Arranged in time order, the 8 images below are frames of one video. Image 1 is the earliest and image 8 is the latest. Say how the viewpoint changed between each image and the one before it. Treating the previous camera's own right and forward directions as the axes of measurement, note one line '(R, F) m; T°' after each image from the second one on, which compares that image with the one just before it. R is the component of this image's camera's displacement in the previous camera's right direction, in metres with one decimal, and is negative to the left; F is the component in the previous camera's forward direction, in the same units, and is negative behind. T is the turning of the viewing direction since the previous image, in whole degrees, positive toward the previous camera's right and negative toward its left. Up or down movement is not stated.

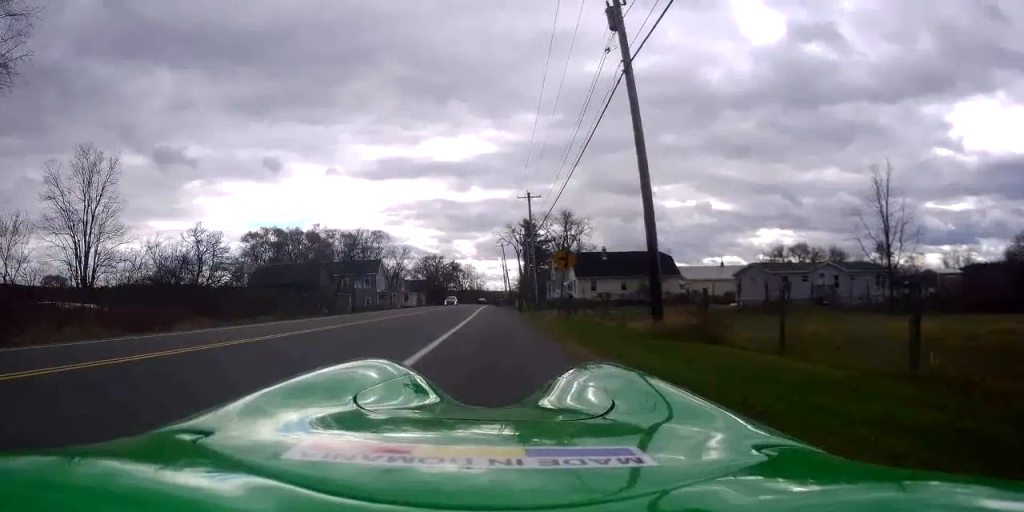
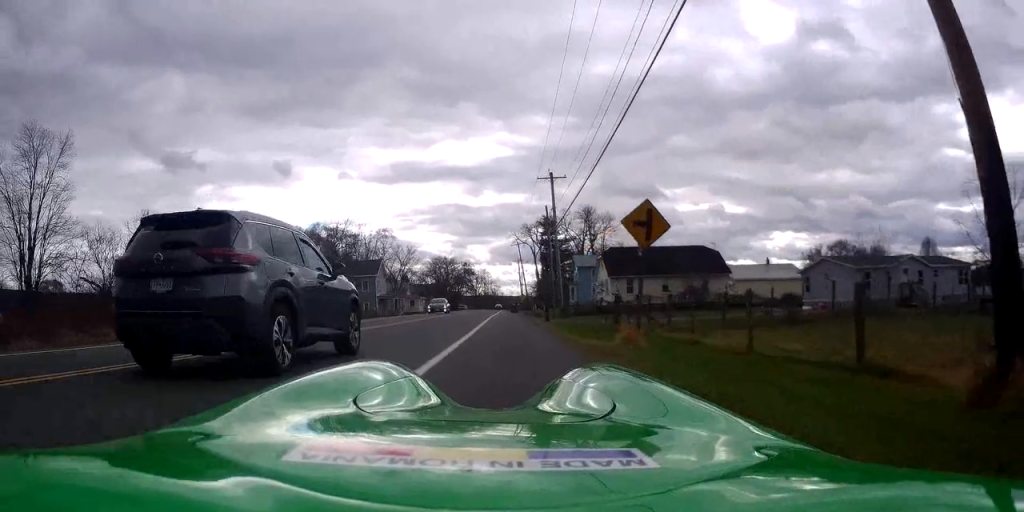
(-0.3, +10.9) m; -4°
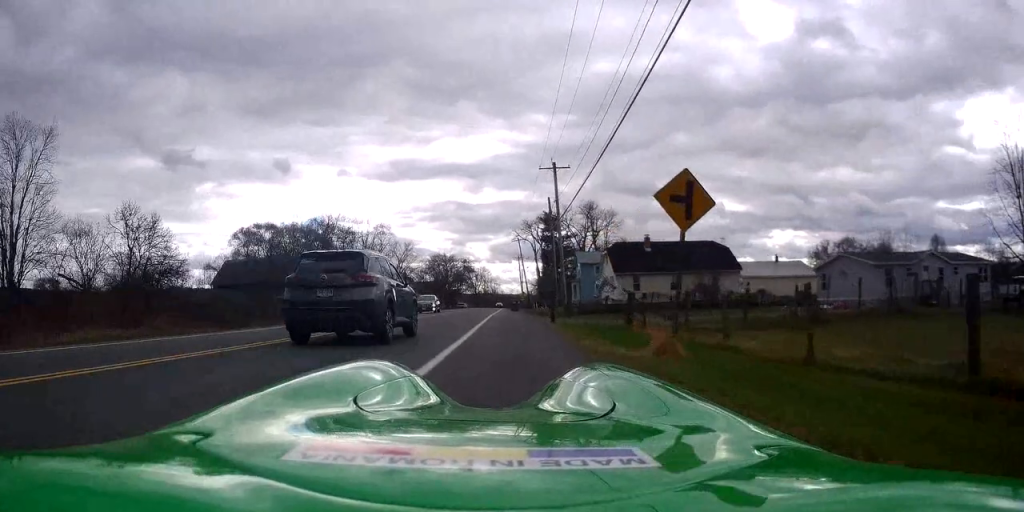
(-0.2, +2.8) m; -1°
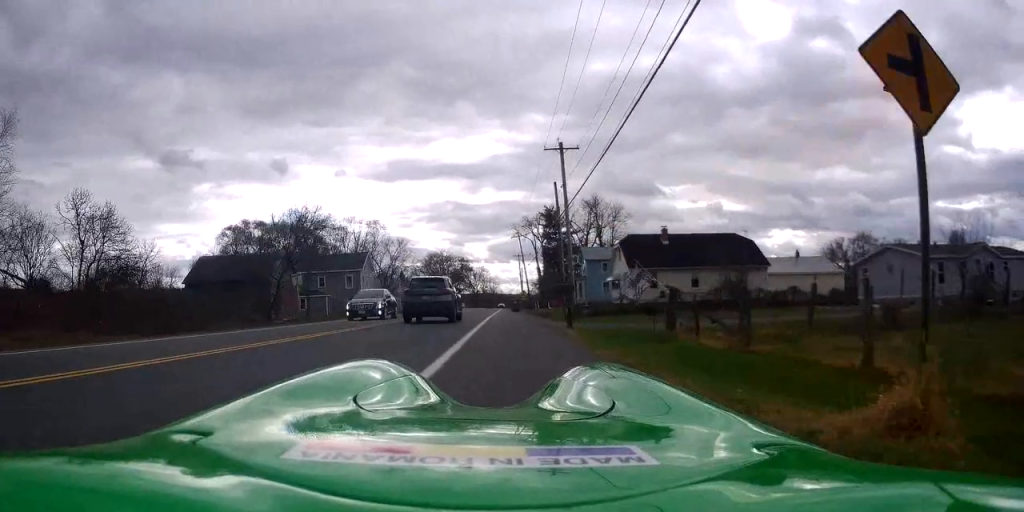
(+0.3, +5.9) m; +3°
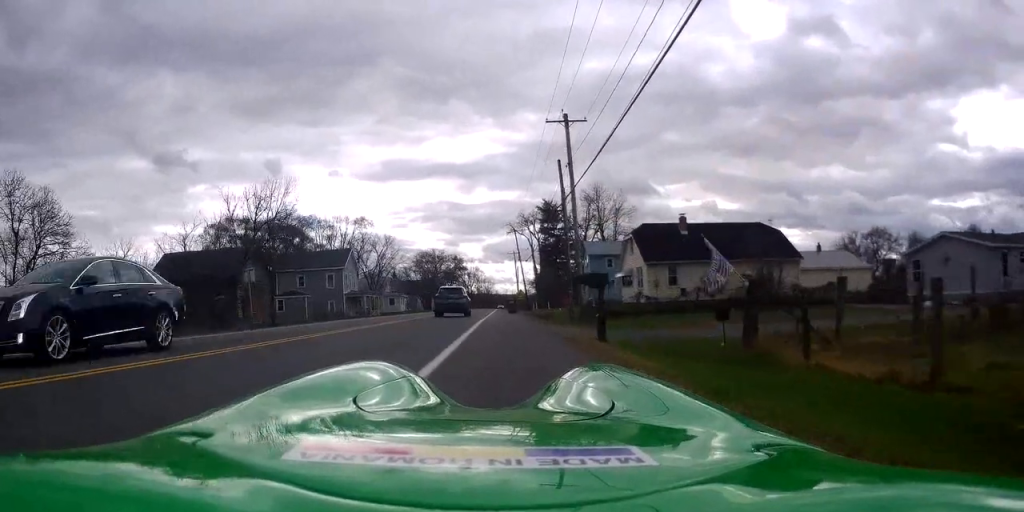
(0.0, +6.4) m; 0°
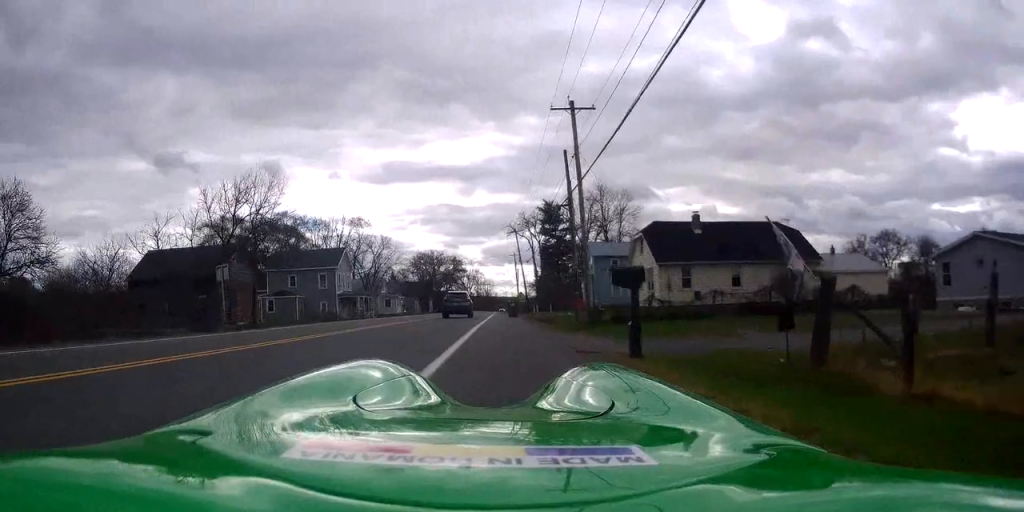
(0.0, +2.8) m; -1°
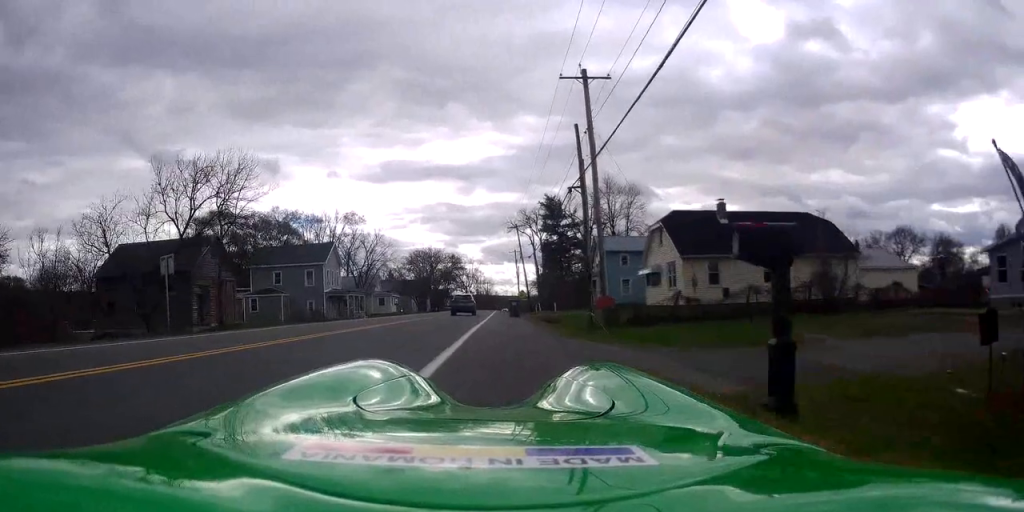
(0.0, +4.8) m; -2°
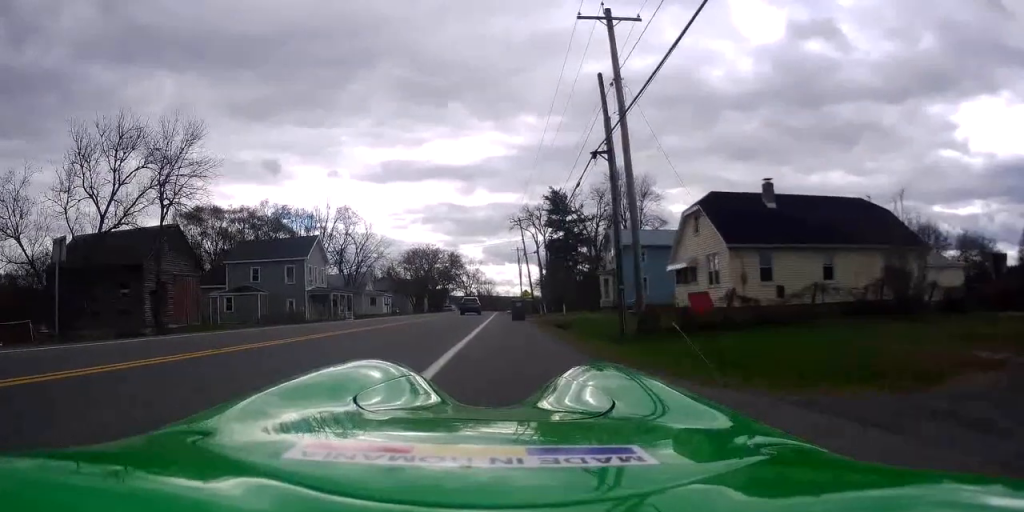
(-0.2, +6.4) m; 0°
